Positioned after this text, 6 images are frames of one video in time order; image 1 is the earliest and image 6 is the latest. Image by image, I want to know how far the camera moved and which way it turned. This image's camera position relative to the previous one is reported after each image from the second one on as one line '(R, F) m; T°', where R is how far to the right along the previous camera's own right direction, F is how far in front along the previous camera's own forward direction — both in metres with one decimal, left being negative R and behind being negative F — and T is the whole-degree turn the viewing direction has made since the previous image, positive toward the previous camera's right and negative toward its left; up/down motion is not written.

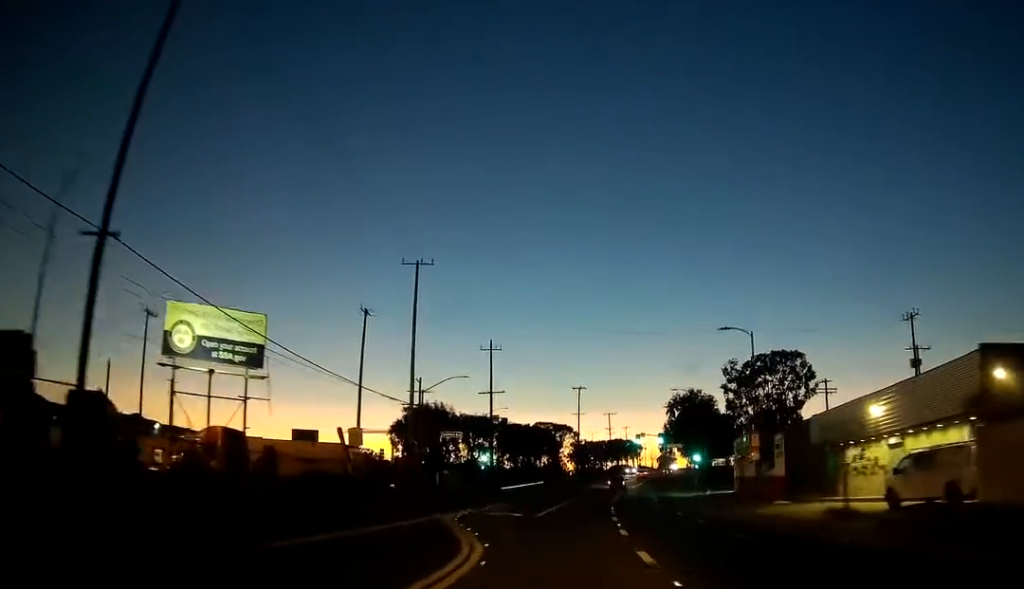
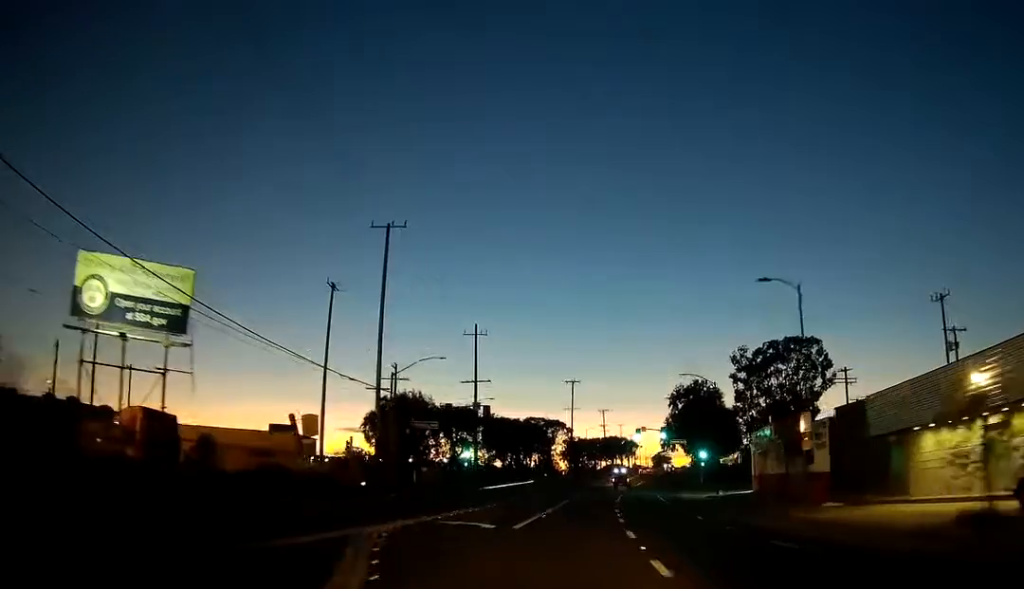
(+0.1, +9.8) m; +1°
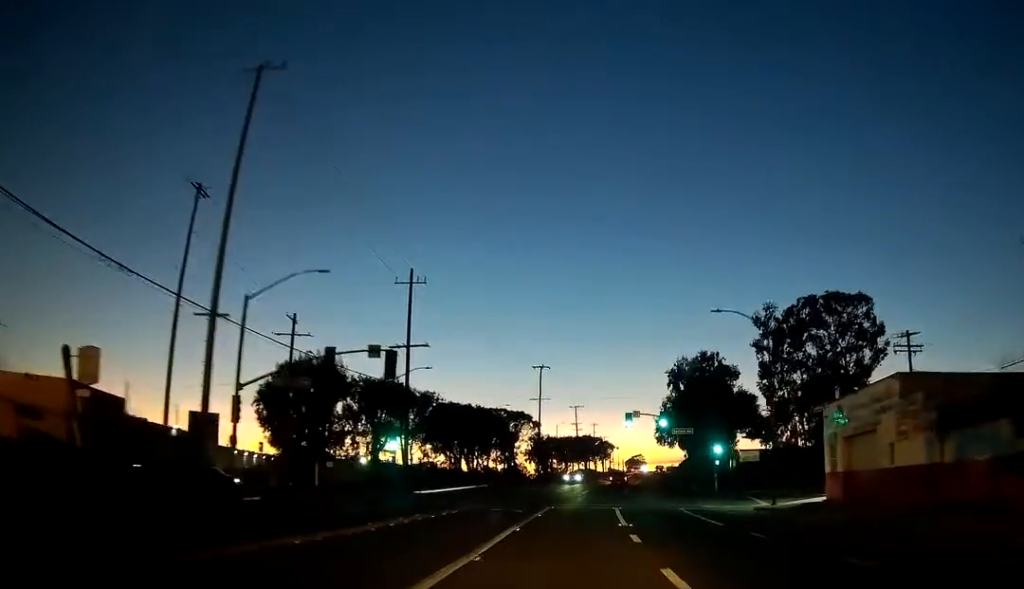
(+0.4, +24.1) m; +1°
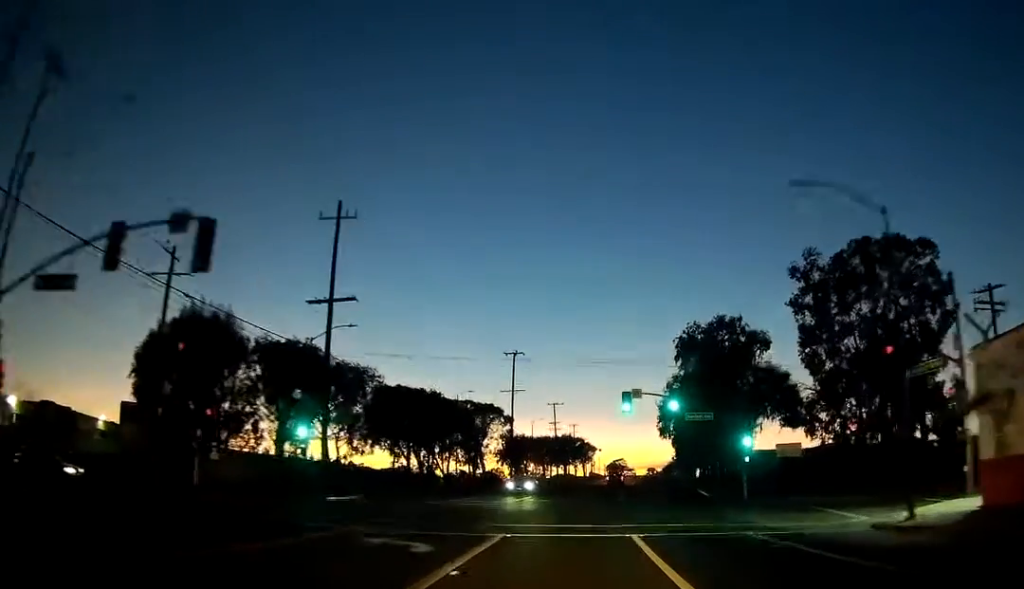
(0.0, +17.6) m; +2°
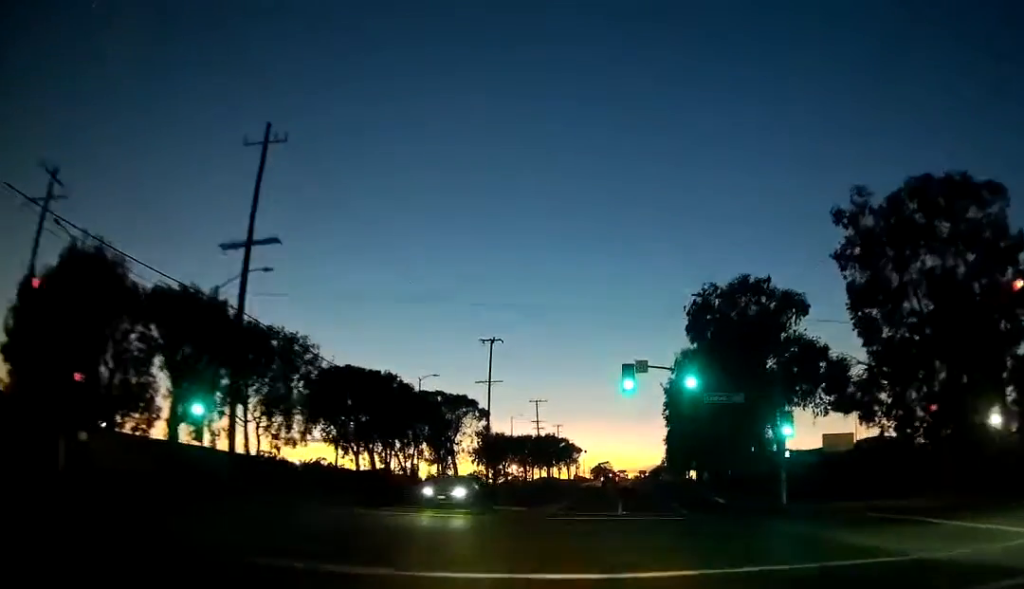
(+0.3, +11.6) m; +2°
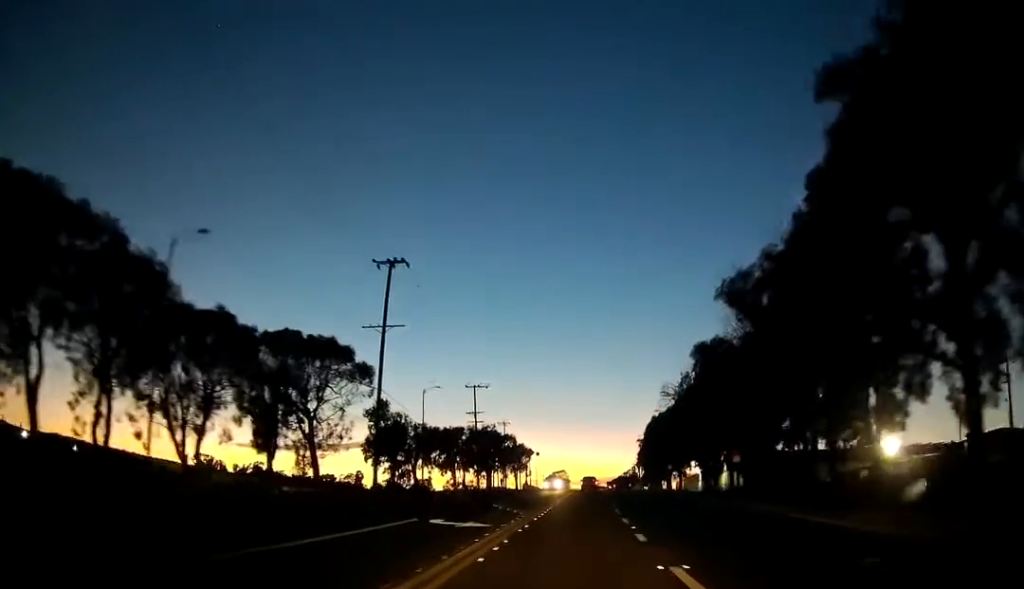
(+1.3, +38.0) m; +4°
